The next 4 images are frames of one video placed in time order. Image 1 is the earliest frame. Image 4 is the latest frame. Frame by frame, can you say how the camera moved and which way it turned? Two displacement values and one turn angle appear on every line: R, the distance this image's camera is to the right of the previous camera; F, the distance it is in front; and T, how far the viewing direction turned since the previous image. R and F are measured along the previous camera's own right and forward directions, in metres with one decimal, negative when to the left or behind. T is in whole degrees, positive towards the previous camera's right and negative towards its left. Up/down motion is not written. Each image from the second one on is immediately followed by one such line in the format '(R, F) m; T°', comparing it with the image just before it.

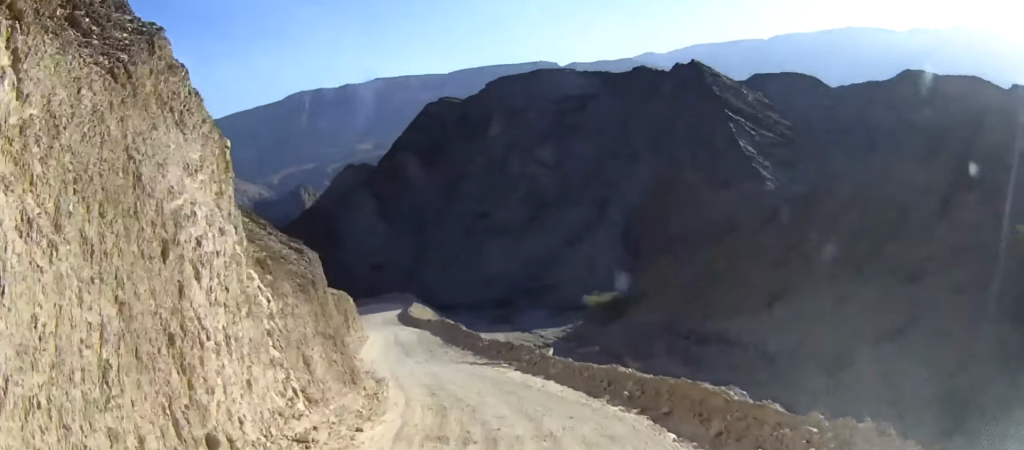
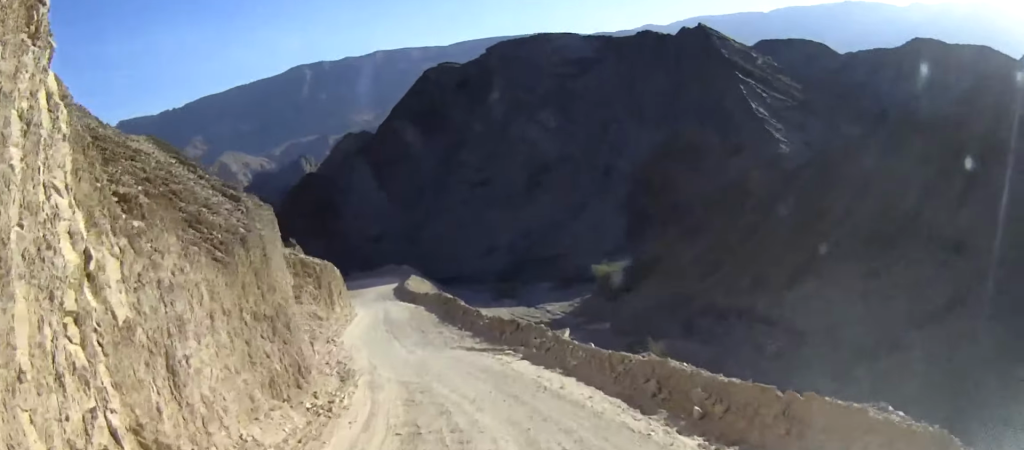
(+0.3, +6.0) m; +2°
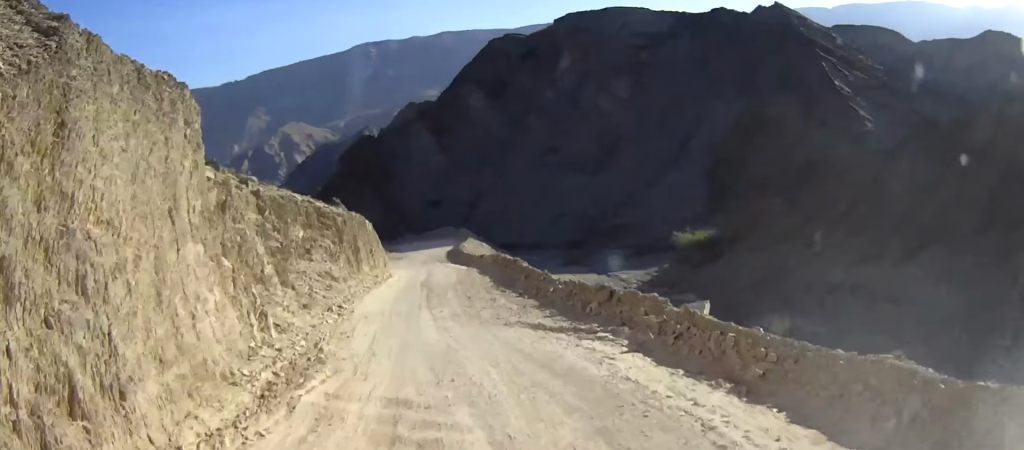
(-0.2, +9.4) m; -4°
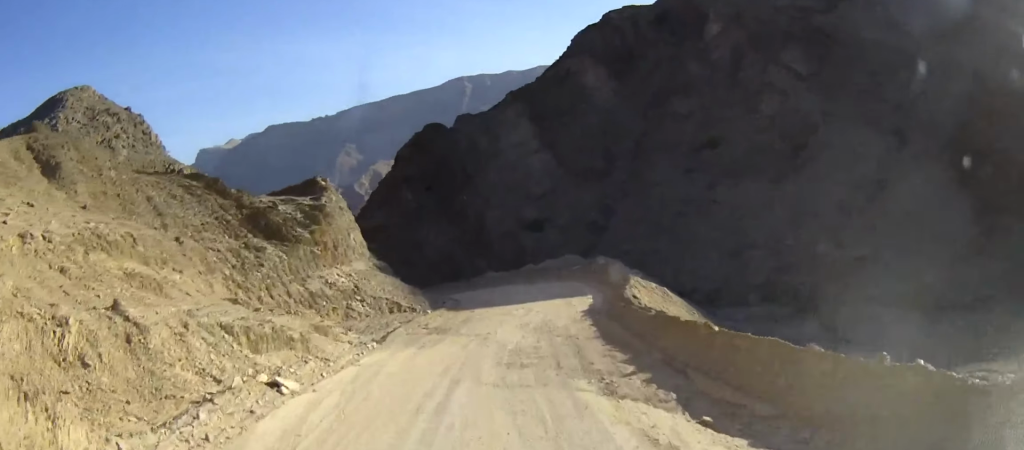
(-4.3, +44.4) m; -5°
